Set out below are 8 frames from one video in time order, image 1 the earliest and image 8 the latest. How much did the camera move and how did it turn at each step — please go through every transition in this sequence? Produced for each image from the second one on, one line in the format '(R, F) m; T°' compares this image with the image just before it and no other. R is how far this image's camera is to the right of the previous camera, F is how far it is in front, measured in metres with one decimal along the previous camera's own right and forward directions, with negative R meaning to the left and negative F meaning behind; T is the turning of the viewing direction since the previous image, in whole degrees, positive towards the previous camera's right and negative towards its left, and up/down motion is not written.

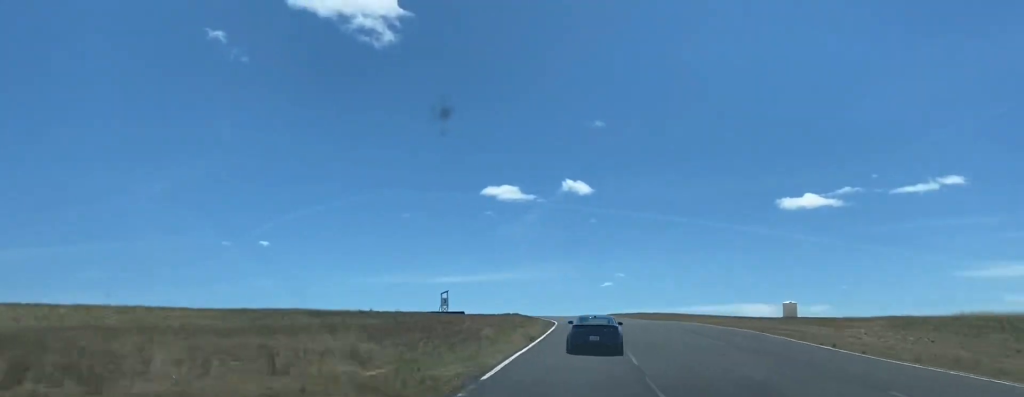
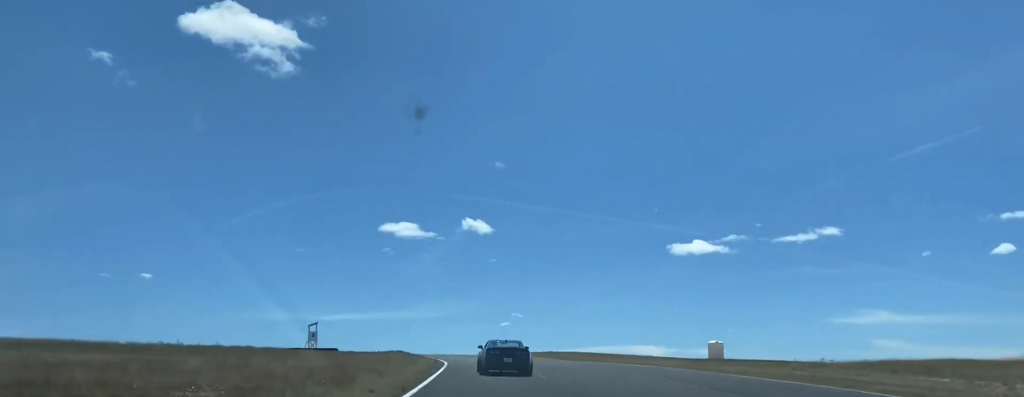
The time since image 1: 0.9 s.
(+1.7, +22.8) m; +6°
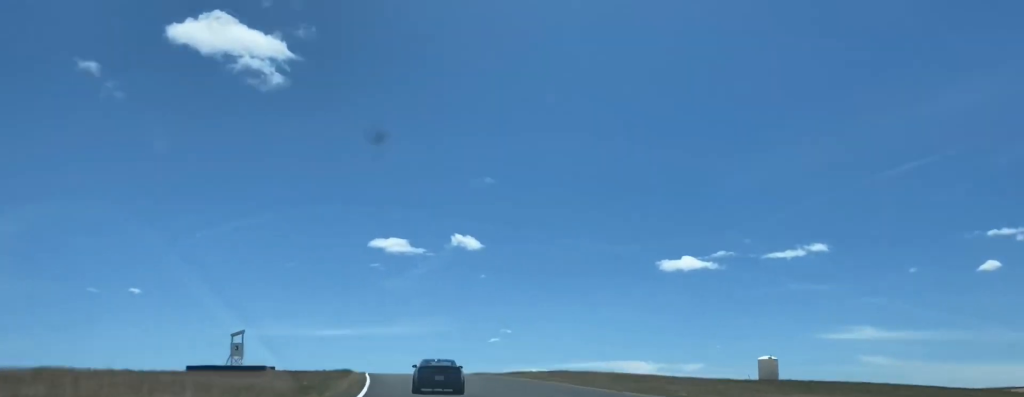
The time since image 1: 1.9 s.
(+1.0, +32.1) m; +1°
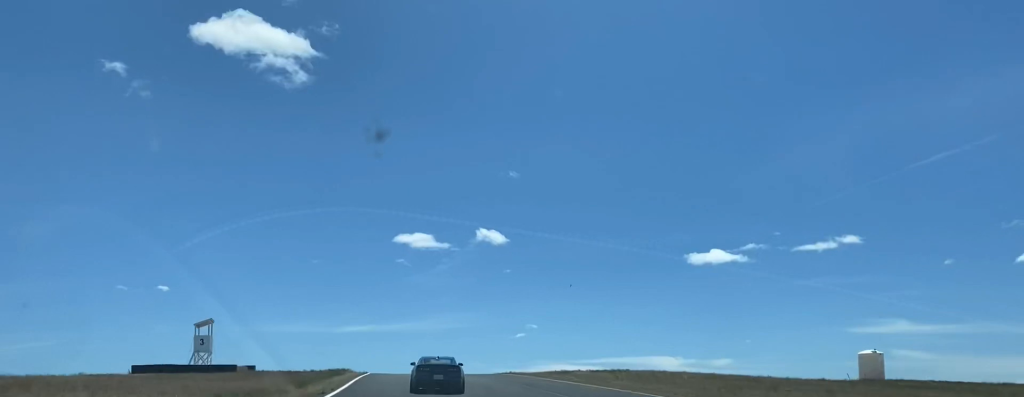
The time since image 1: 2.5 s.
(0.0, +19.6) m; -1°
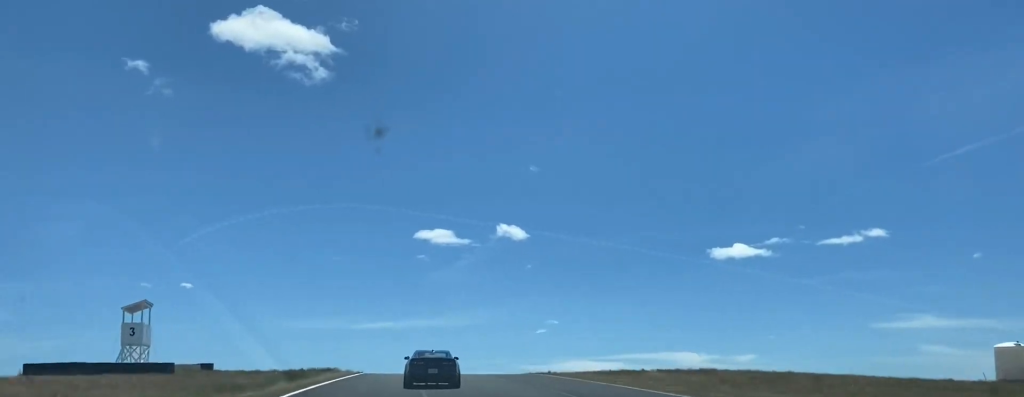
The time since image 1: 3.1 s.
(-0.4, +19.2) m; -2°
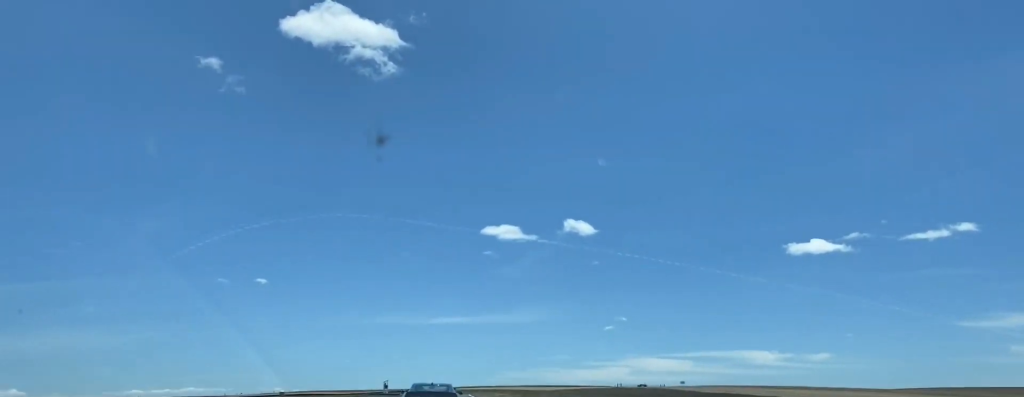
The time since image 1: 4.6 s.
(-2.9, +59.9) m; -5°
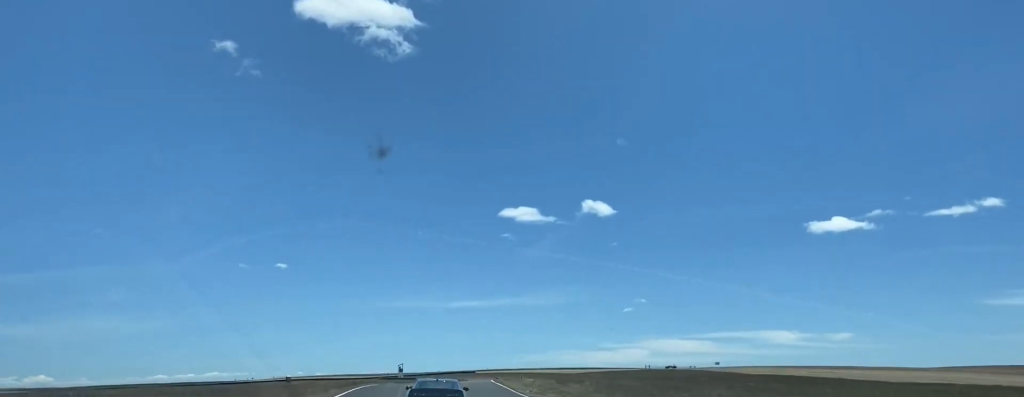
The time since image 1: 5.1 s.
(-0.1, +21.0) m; 0°
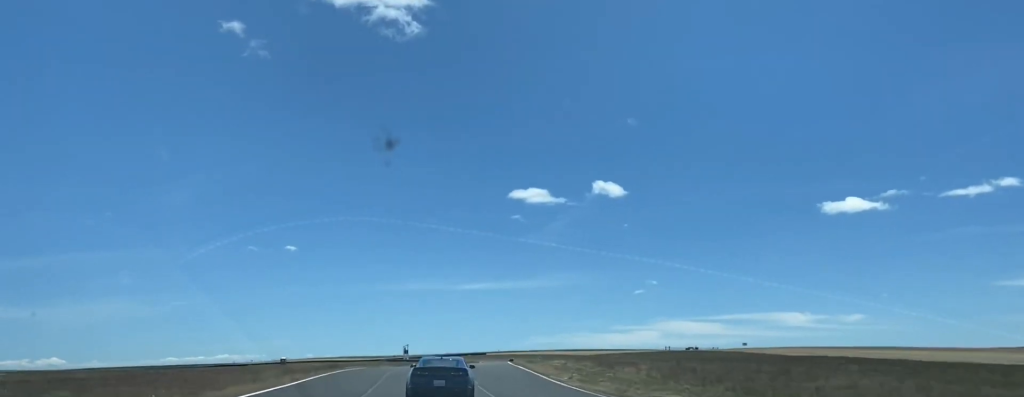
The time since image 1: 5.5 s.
(0.0, +16.8) m; 0°
